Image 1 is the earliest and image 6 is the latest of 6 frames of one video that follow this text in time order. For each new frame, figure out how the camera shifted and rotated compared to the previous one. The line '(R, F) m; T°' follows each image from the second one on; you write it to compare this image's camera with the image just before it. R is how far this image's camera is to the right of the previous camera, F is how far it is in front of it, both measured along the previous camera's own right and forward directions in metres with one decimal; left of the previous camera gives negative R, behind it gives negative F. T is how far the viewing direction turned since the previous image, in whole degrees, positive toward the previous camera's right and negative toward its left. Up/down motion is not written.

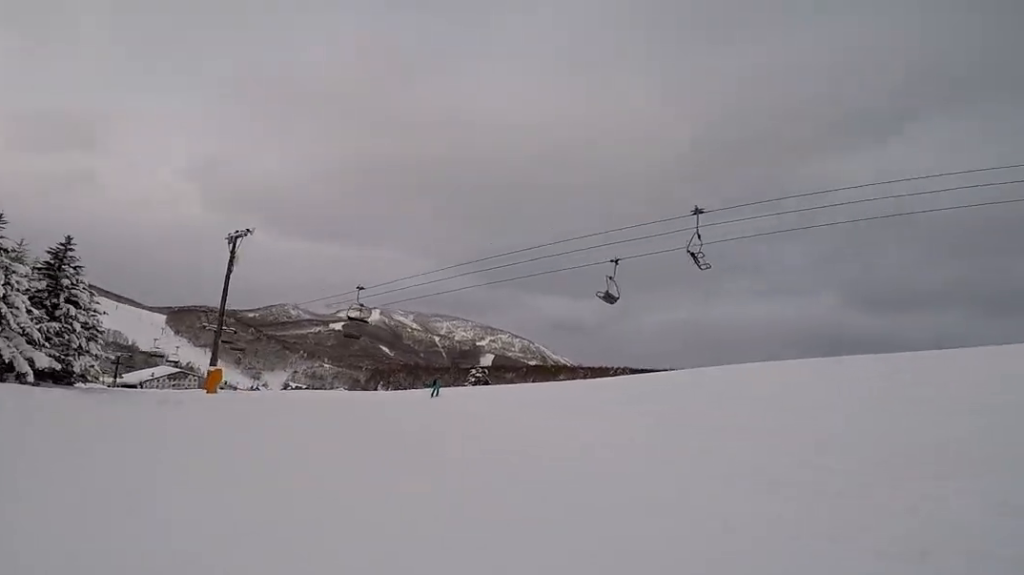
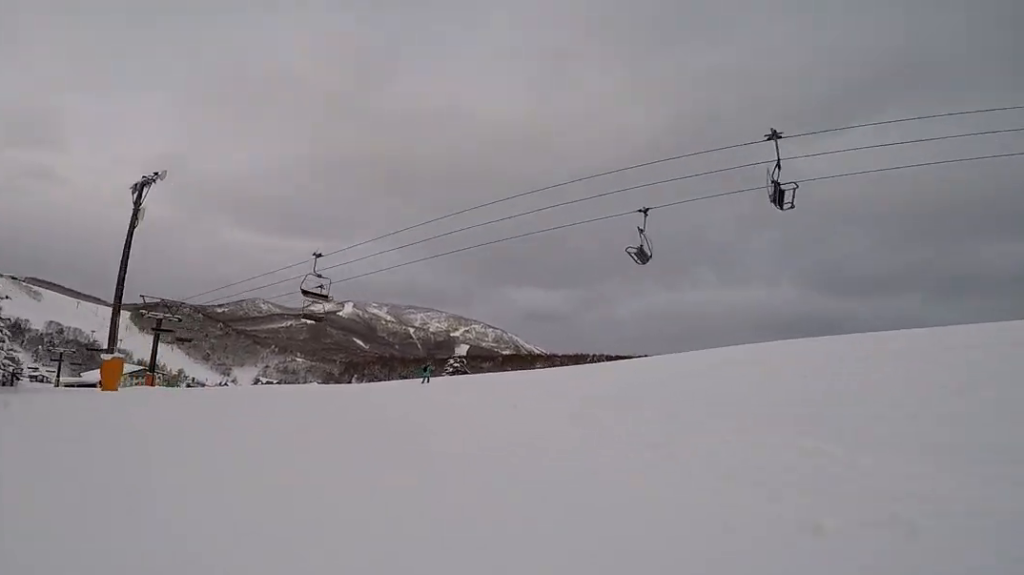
(-0.8, +7.0) m; -2°
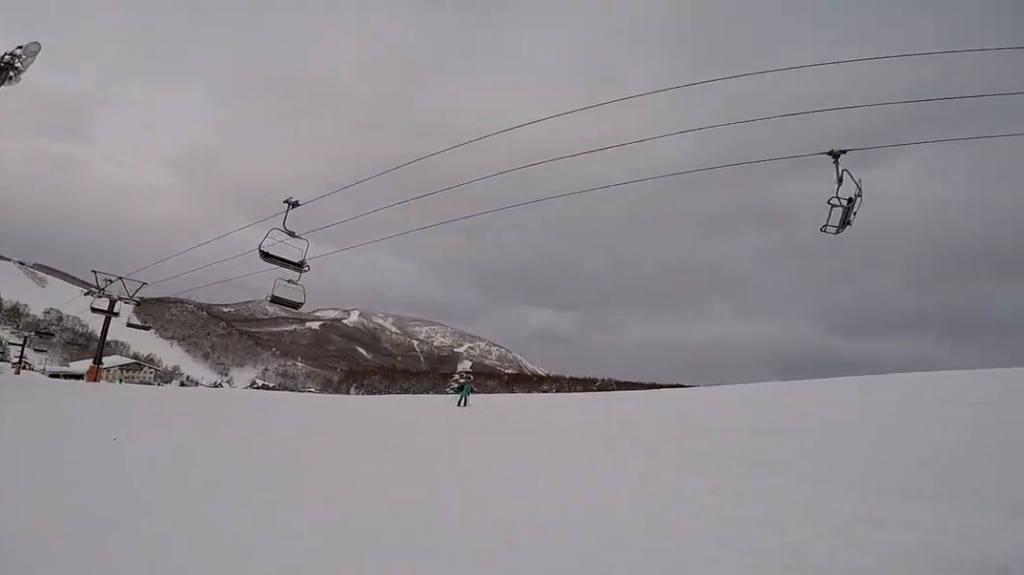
(+0.6, +9.4) m; 0°
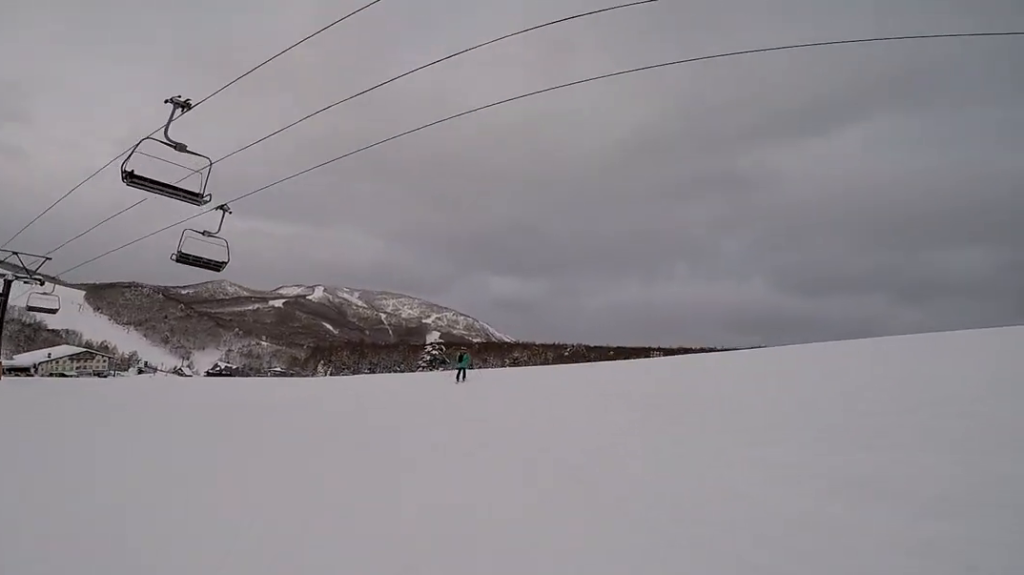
(-0.4, +6.9) m; +2°
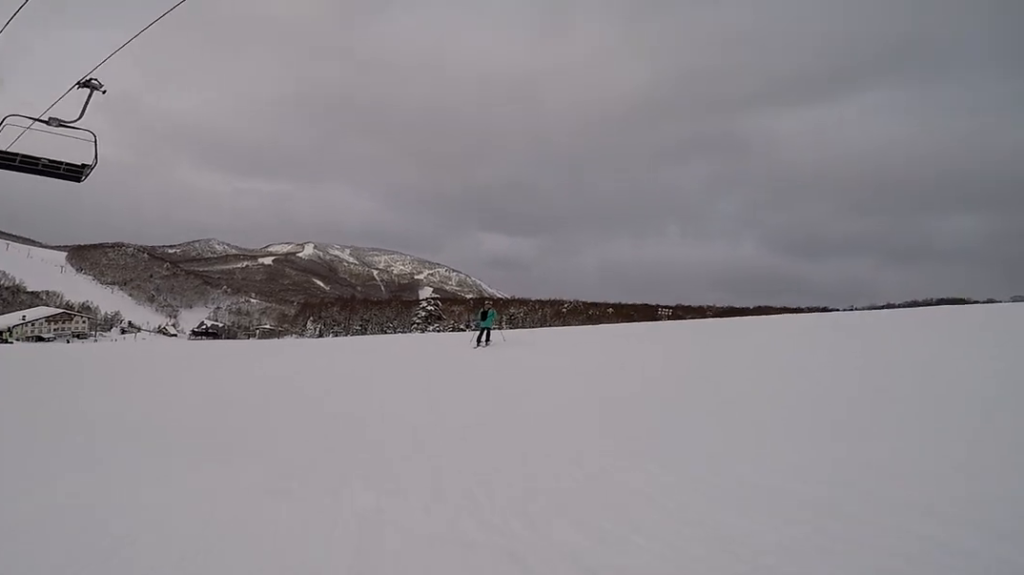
(+0.8, +8.0) m; +7°
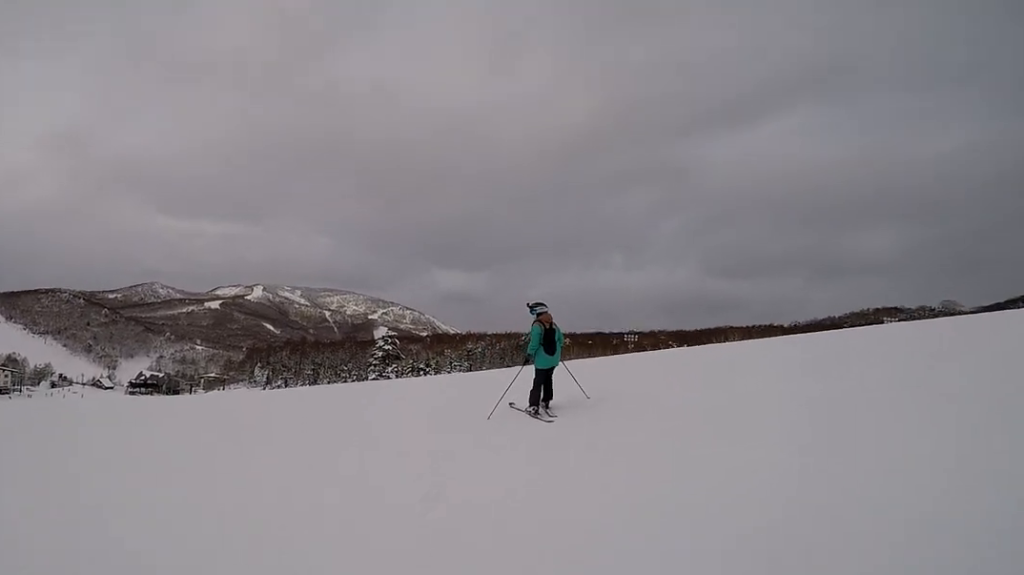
(+0.1, +9.0) m; 0°
